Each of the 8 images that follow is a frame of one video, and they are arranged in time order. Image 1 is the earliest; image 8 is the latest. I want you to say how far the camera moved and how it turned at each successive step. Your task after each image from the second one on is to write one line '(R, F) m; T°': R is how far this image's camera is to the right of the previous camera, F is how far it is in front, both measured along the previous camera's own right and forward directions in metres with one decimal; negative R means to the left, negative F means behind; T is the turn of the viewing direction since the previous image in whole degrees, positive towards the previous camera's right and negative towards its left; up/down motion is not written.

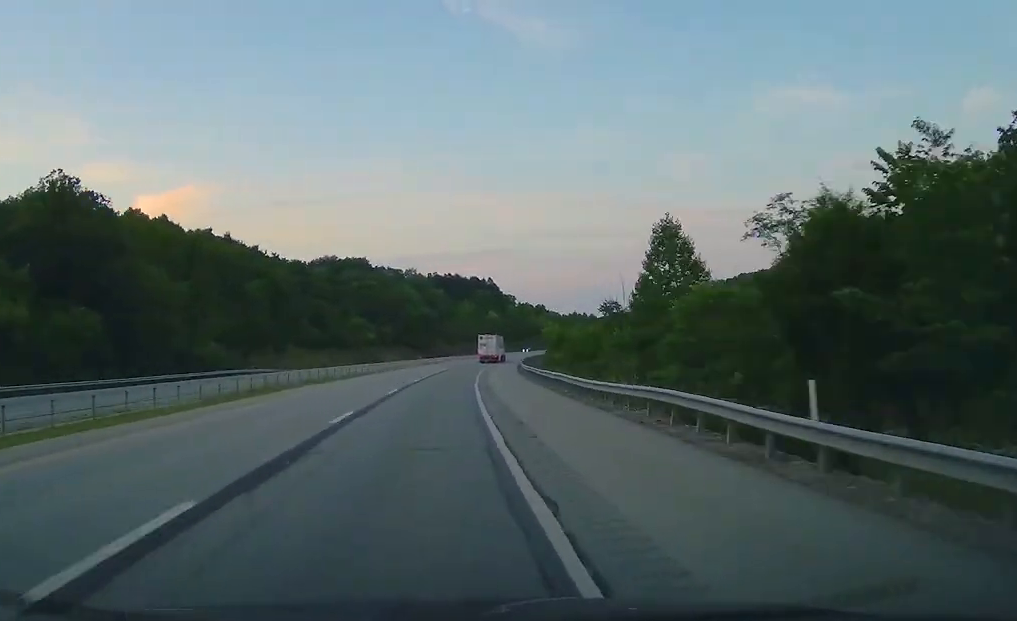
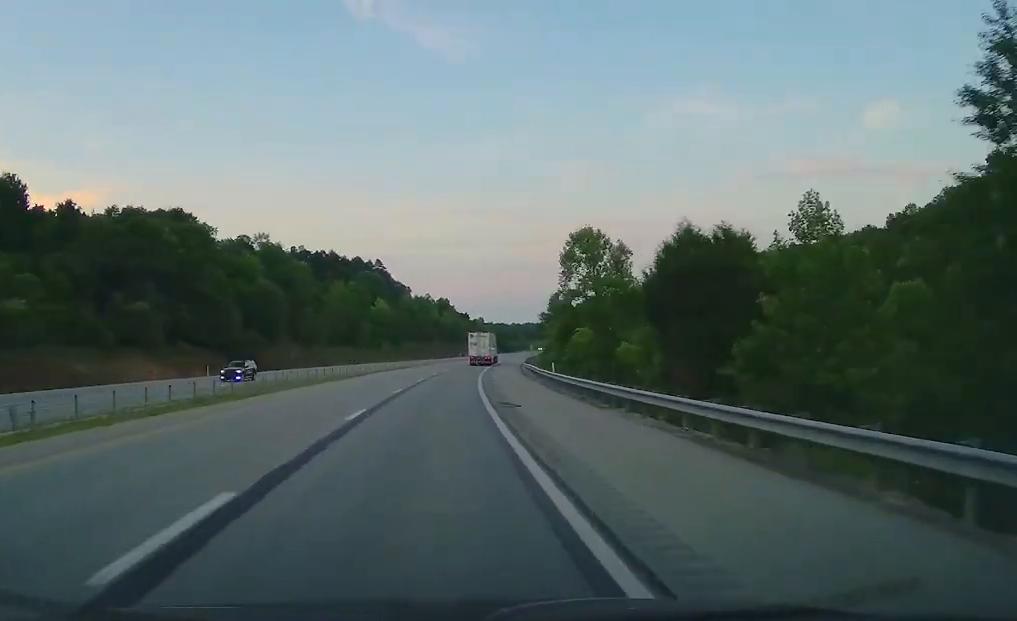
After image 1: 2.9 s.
(+7.0, +102.4) m; +7°
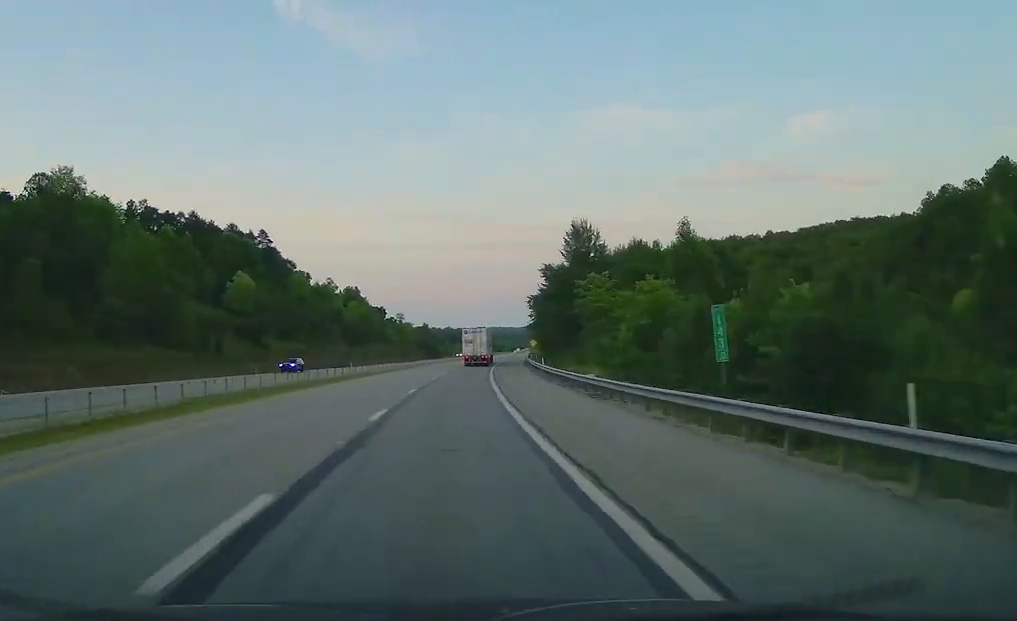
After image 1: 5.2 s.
(+3.0, +80.9) m; +5°
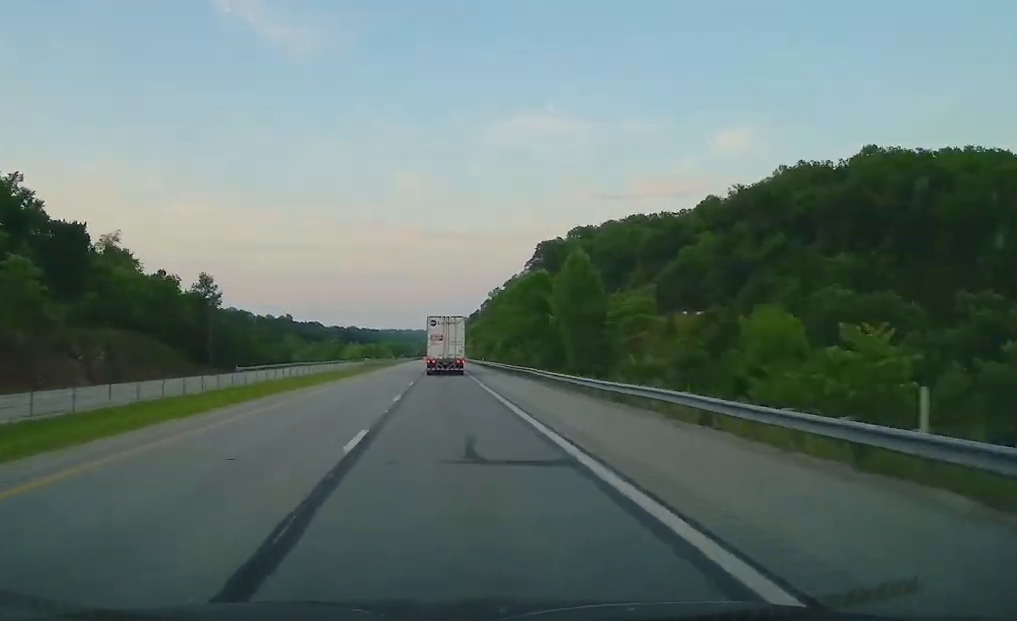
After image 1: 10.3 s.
(+11.4, +181.2) m; +4°
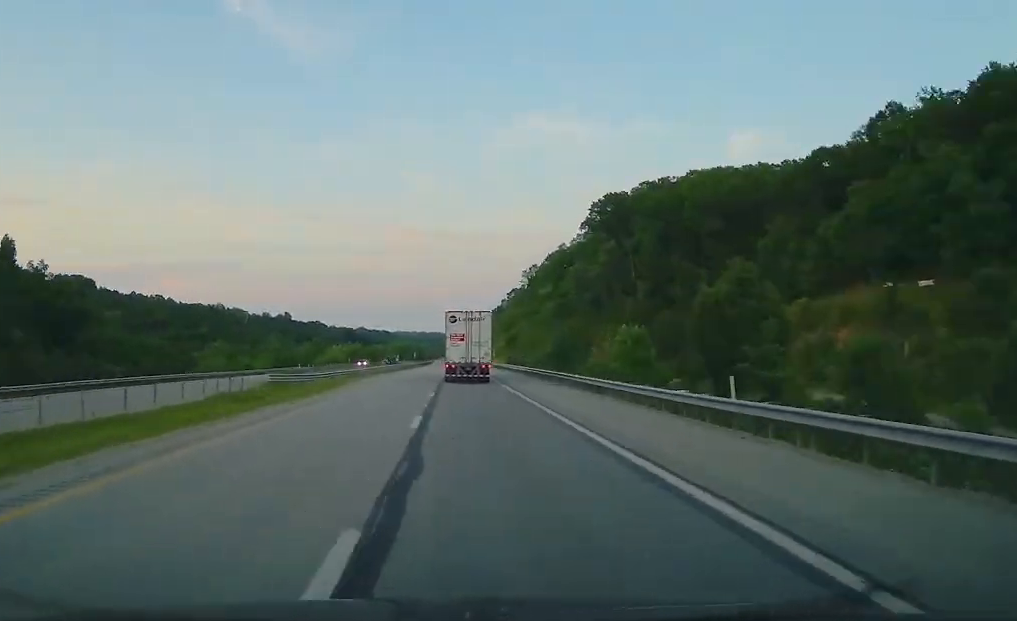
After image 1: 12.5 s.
(-0.2, +80.9) m; 0°
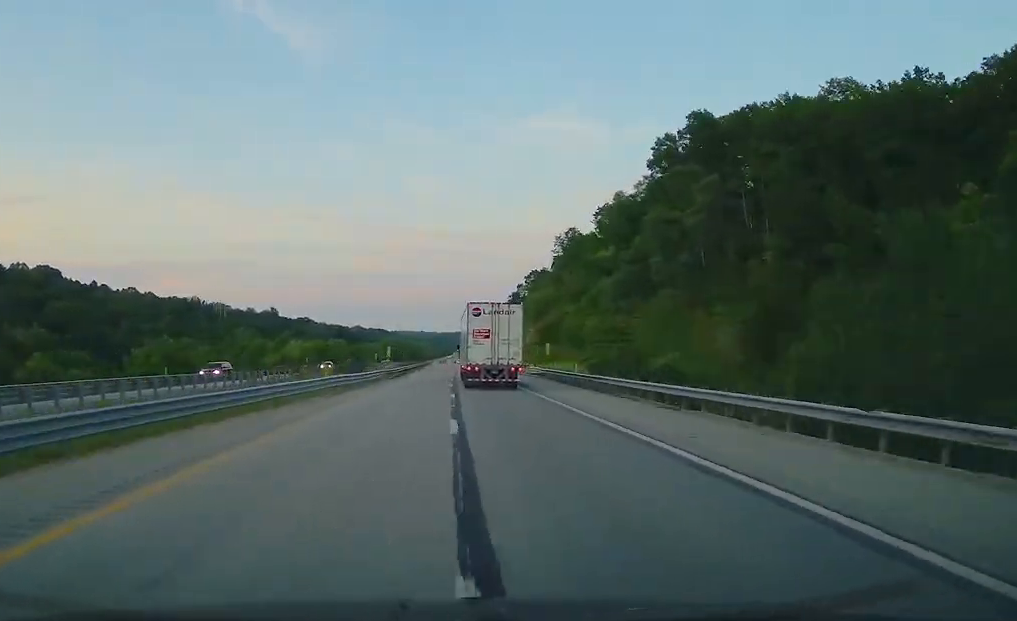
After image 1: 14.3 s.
(0.0, +61.9) m; 0°
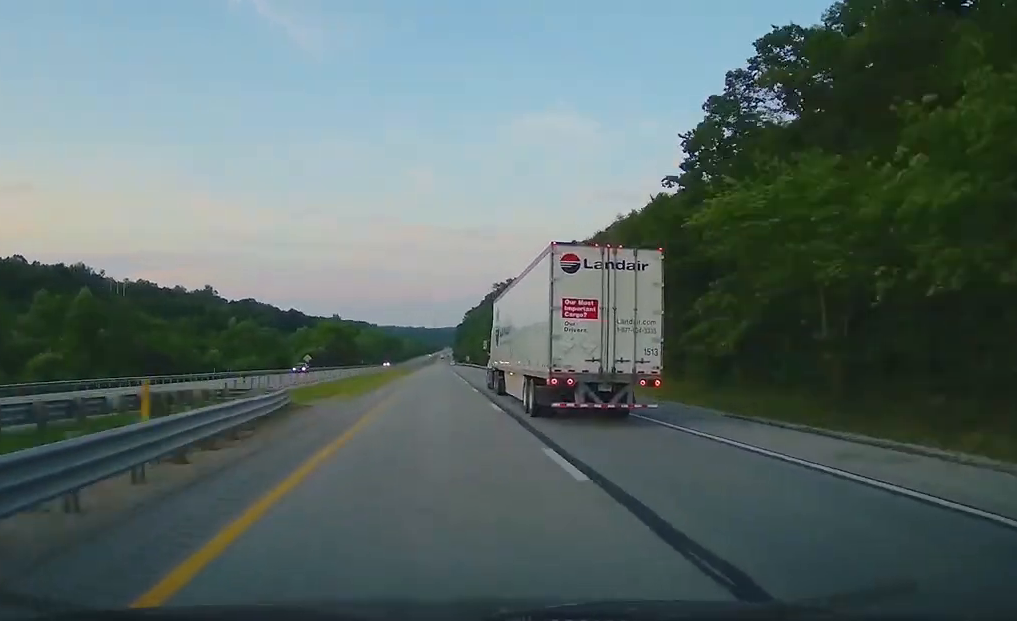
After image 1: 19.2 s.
(+1.1, +175.7) m; +1°
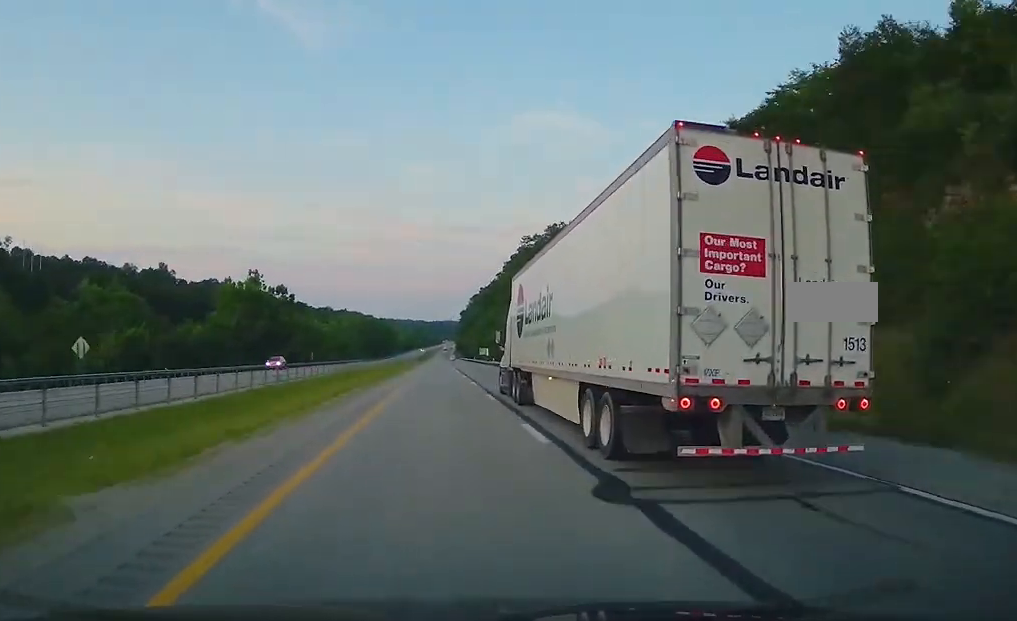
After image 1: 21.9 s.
(+0.5, +94.7) m; 0°
